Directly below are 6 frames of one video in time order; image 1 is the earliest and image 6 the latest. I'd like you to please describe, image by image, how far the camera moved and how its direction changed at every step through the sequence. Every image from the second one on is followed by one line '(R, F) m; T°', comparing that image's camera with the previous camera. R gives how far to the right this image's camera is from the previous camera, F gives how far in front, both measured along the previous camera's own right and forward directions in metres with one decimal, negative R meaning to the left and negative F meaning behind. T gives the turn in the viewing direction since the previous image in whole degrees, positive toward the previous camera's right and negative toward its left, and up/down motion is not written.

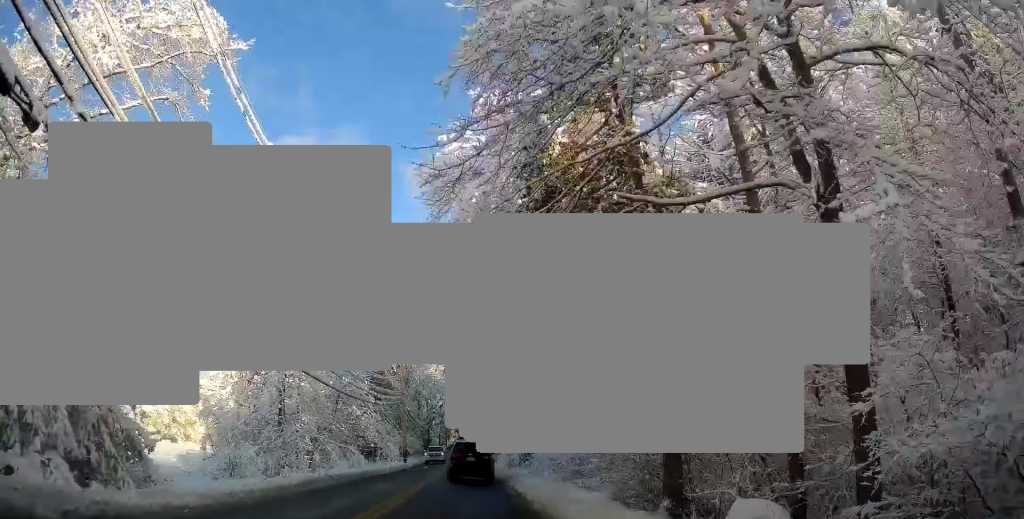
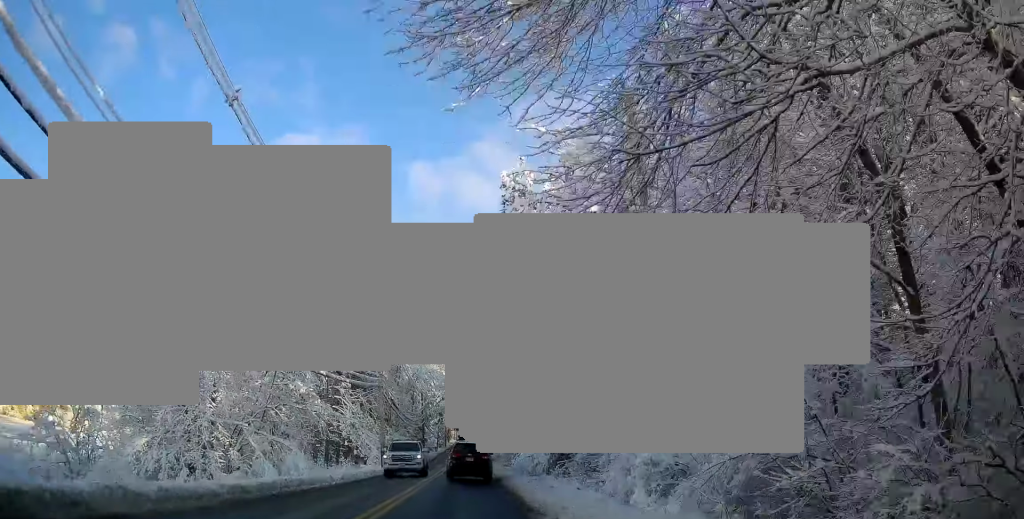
(0.0, +13.3) m; +2°
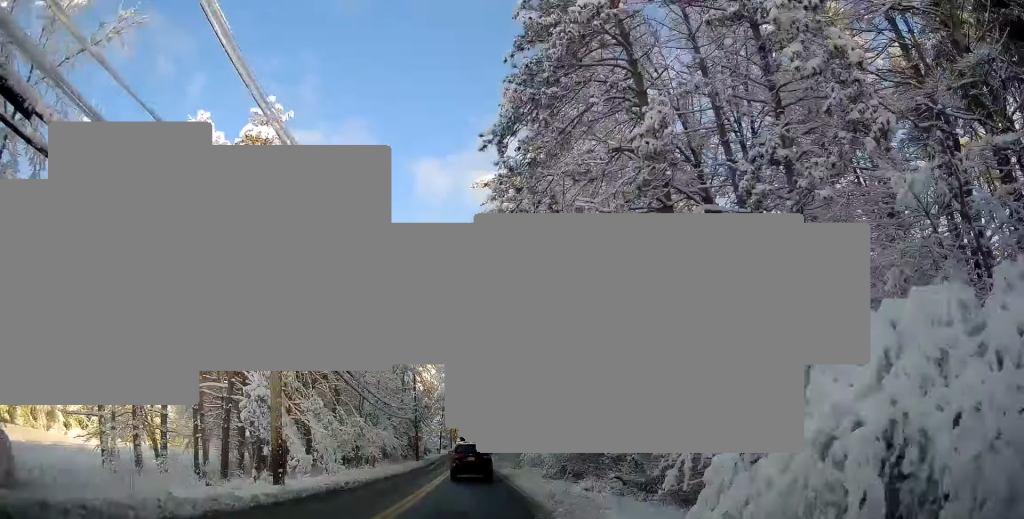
(+0.5, +21.8) m; -1°
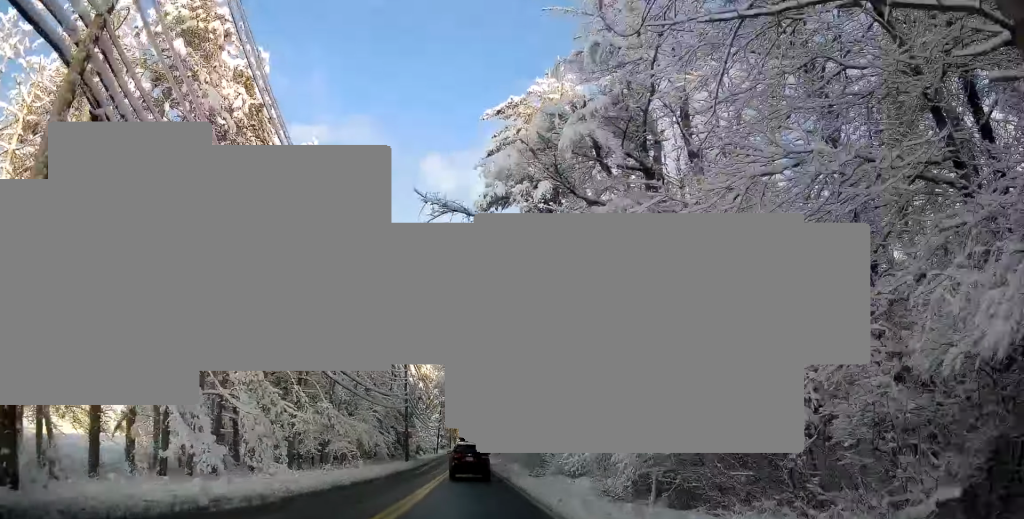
(-0.3, +10.4) m; -2°
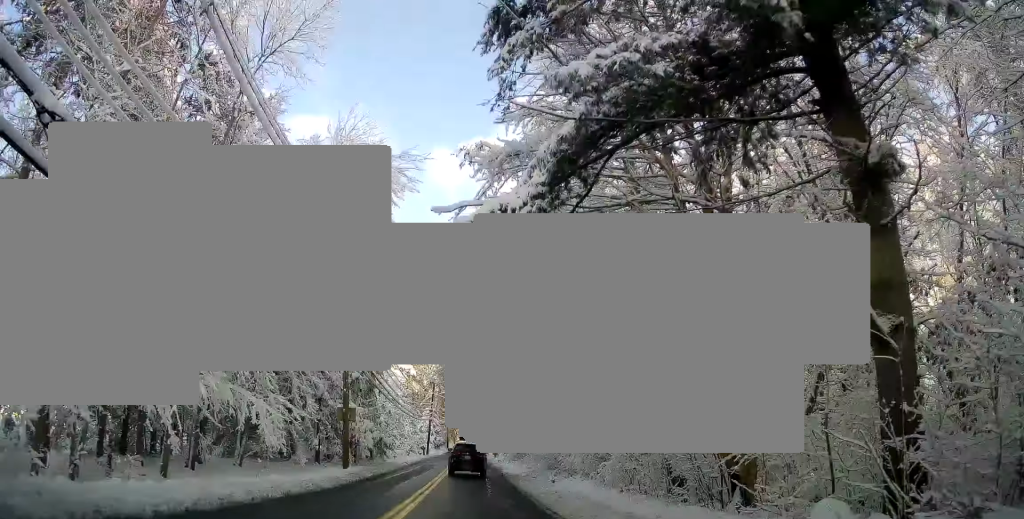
(-0.6, +26.3) m; -1°
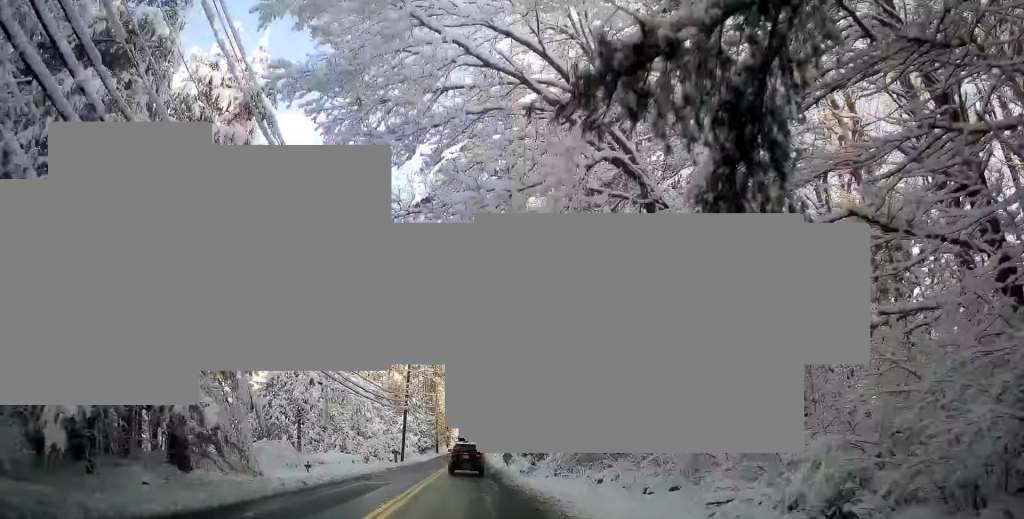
(+0.3, +24.7) m; +1°
